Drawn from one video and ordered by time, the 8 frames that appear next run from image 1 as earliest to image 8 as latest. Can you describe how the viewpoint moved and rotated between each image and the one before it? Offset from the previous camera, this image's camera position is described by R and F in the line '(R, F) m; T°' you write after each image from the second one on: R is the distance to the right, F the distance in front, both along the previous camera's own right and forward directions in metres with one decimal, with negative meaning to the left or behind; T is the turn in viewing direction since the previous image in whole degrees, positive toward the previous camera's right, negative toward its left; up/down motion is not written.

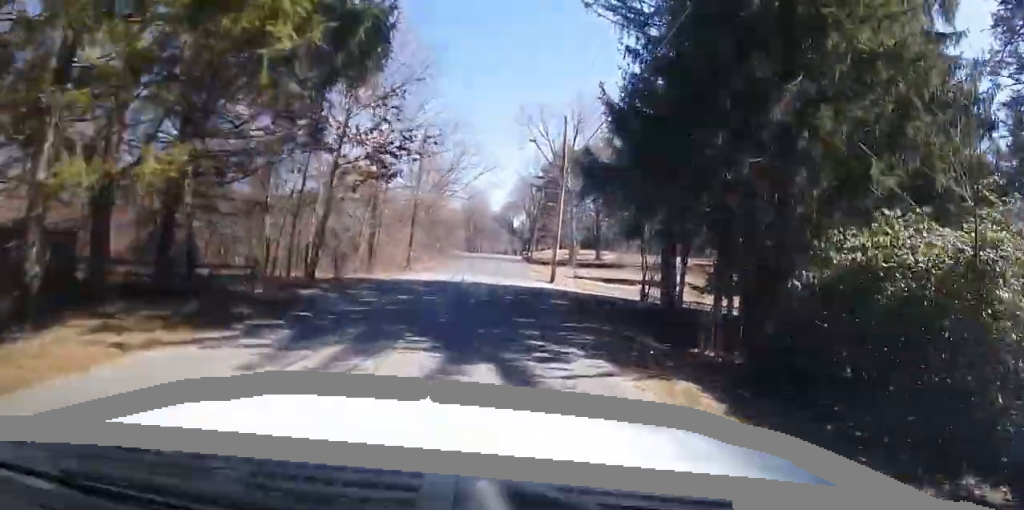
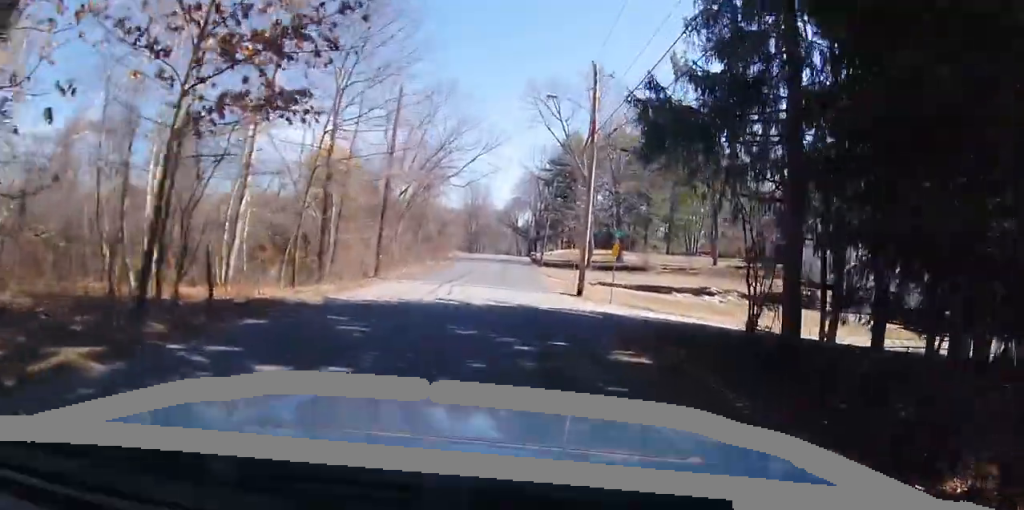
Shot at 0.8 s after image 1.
(+0.4, +10.8) m; +2°
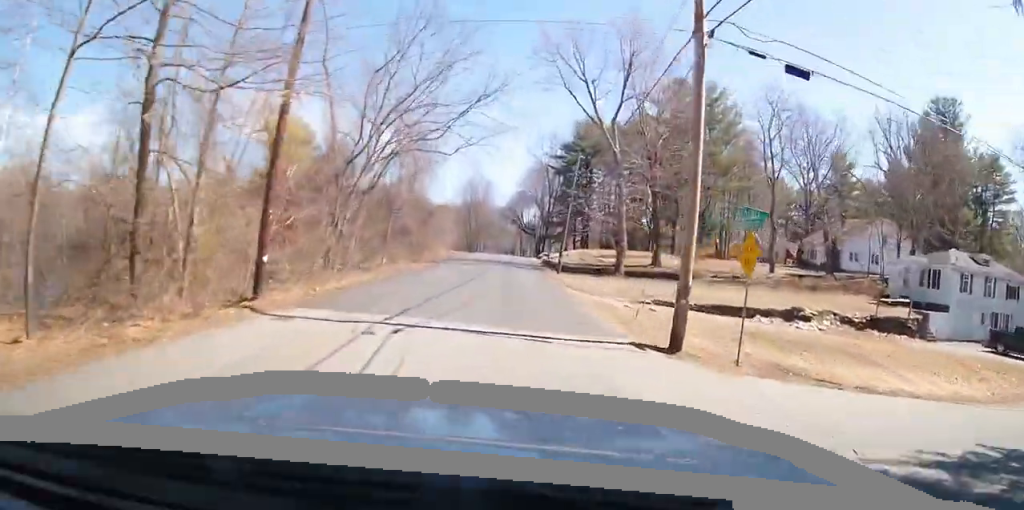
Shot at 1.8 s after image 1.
(+0.2, +14.1) m; +1°
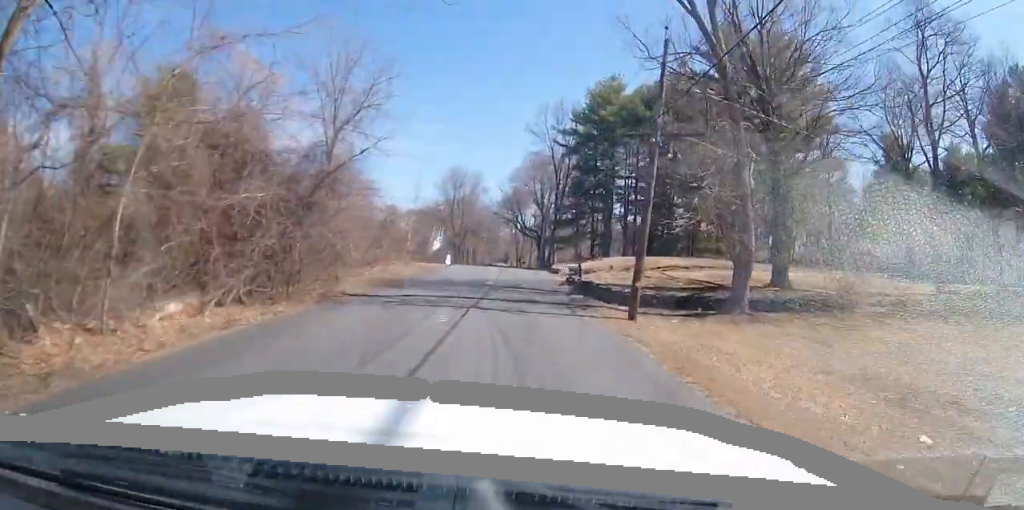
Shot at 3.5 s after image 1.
(-0.4, +24.3) m; -1°
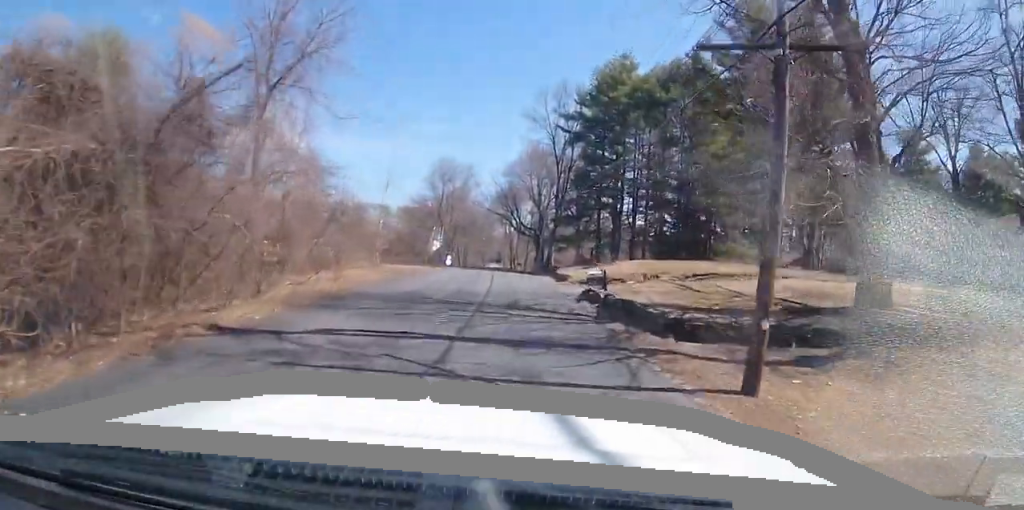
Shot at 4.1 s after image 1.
(-0.5, +8.7) m; +1°
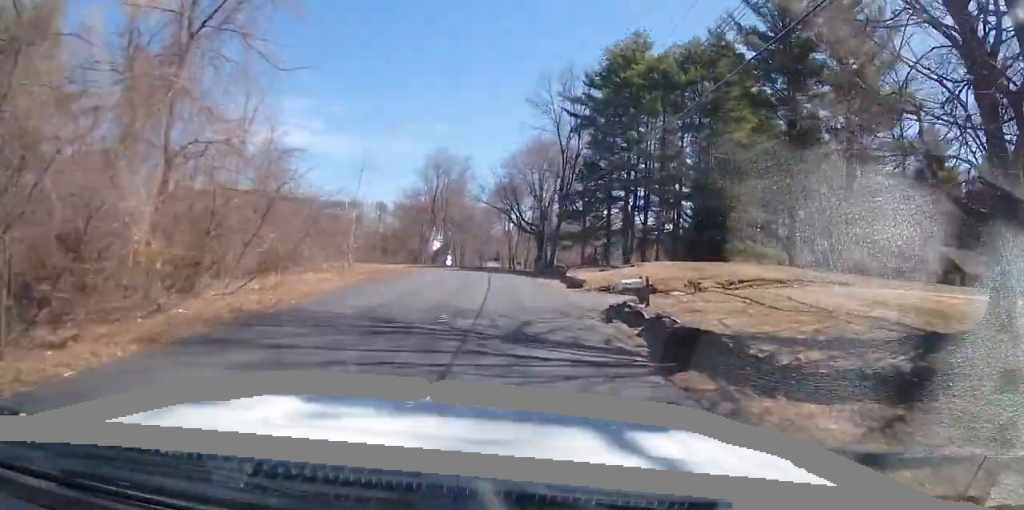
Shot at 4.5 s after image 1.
(+0.5, +6.3) m; +1°
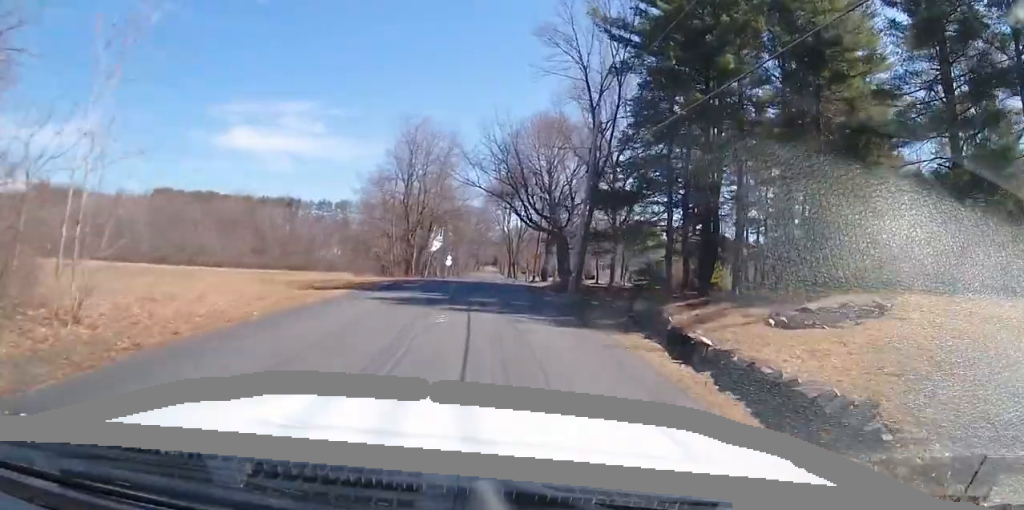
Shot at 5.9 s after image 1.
(+0.3, +20.5) m; -1°
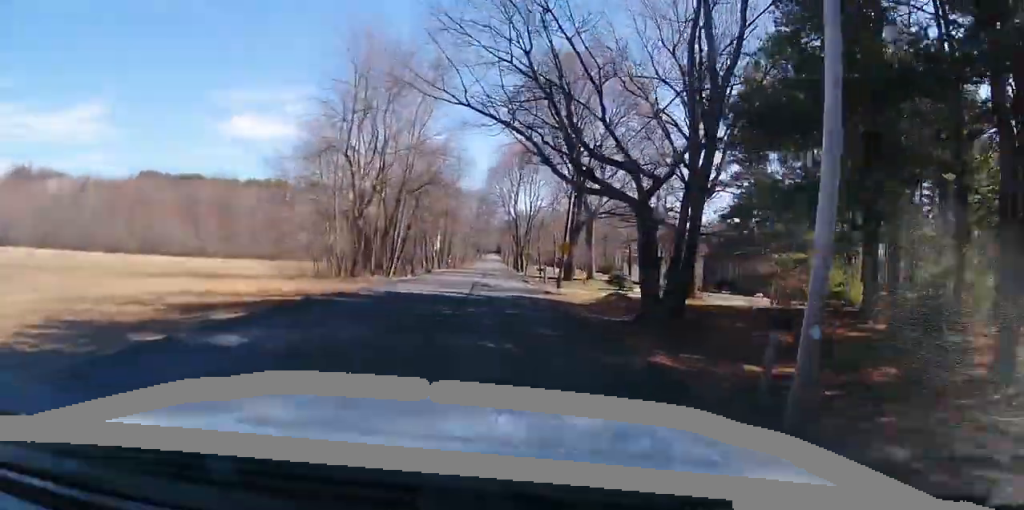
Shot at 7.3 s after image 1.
(+0.1, +21.0) m; +2°
